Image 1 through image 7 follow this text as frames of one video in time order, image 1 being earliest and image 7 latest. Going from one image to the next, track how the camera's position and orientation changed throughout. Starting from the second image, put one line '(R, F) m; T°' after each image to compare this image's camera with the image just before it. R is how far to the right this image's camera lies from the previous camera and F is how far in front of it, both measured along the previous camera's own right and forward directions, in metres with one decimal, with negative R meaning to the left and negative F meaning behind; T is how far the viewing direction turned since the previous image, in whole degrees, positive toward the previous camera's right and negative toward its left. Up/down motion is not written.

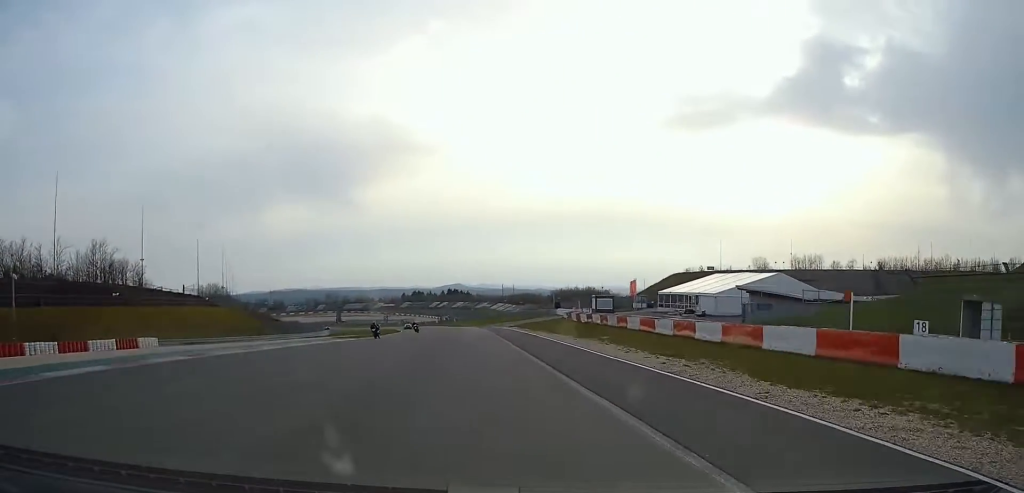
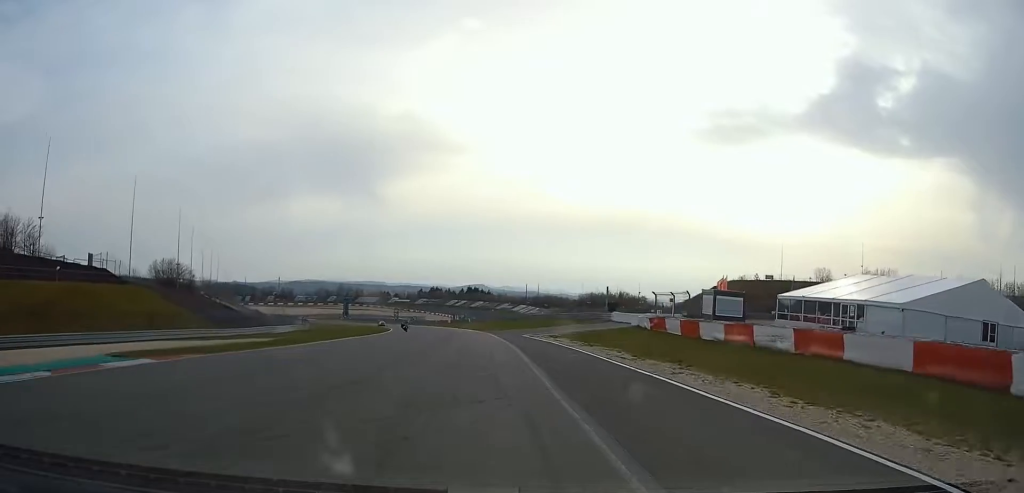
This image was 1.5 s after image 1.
(-0.5, +40.3) m; -2°
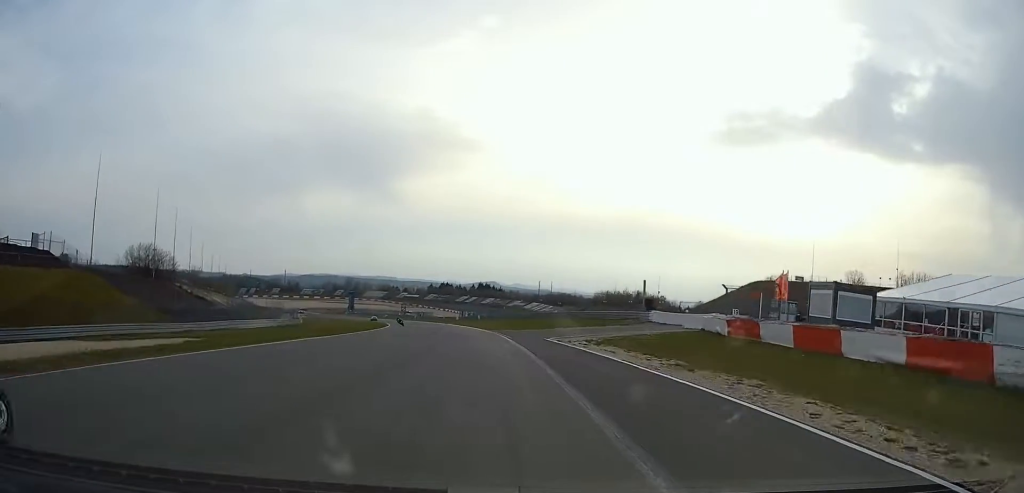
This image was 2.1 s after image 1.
(-0.1, +15.9) m; -1°
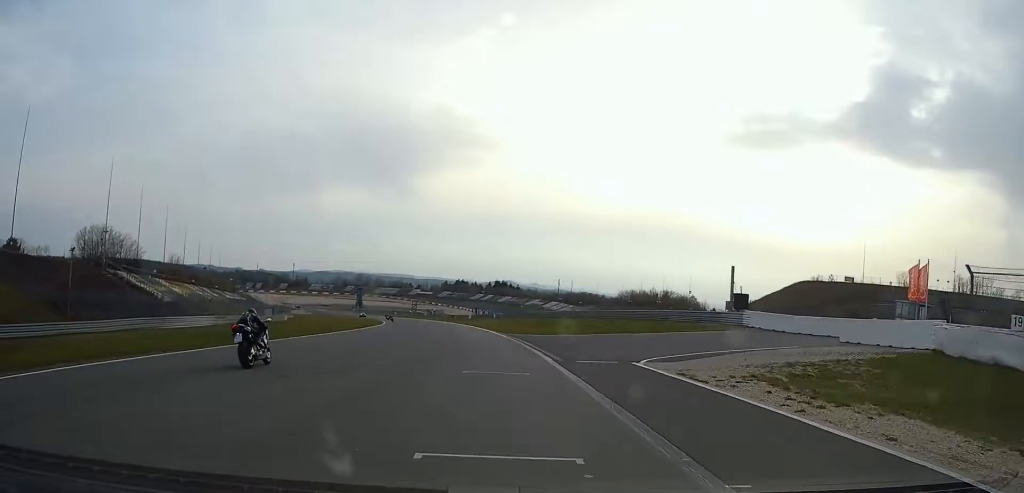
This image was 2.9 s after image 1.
(0.0, +23.9) m; -1°
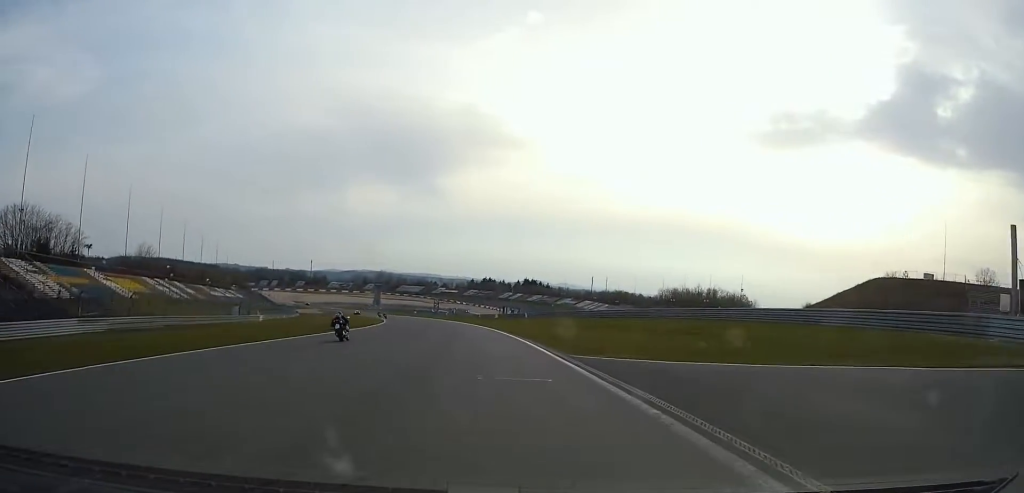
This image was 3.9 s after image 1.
(-0.5, +28.3) m; -2°
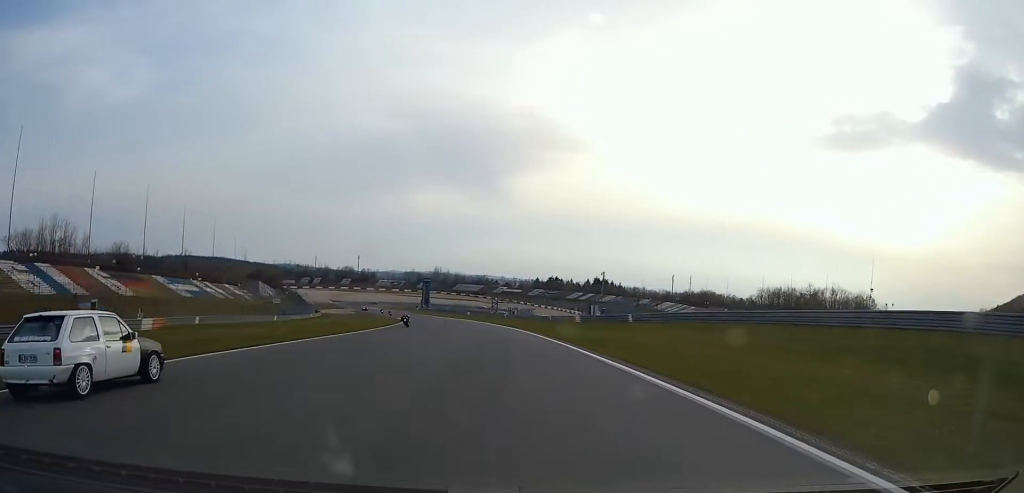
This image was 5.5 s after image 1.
(-2.5, +51.7) m; -7°
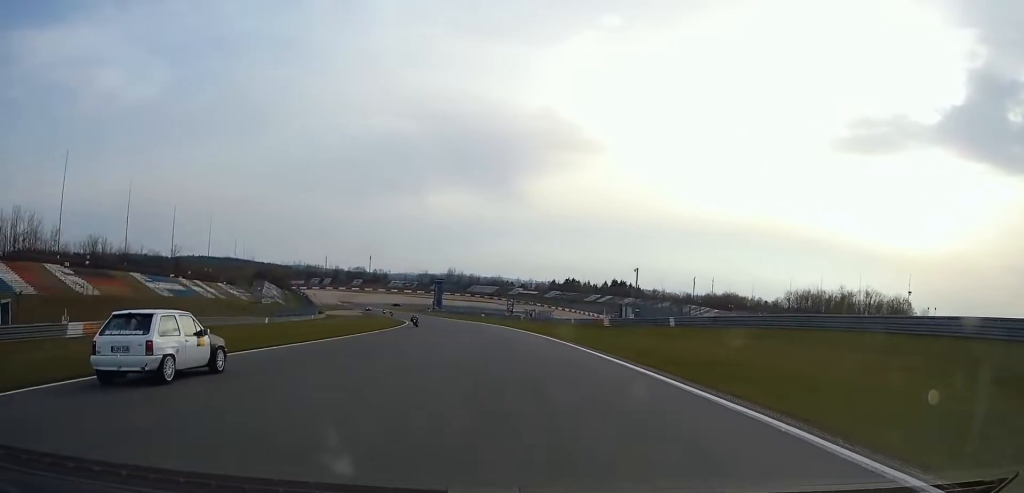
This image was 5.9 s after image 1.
(+0.1, +12.8) m; -2°
